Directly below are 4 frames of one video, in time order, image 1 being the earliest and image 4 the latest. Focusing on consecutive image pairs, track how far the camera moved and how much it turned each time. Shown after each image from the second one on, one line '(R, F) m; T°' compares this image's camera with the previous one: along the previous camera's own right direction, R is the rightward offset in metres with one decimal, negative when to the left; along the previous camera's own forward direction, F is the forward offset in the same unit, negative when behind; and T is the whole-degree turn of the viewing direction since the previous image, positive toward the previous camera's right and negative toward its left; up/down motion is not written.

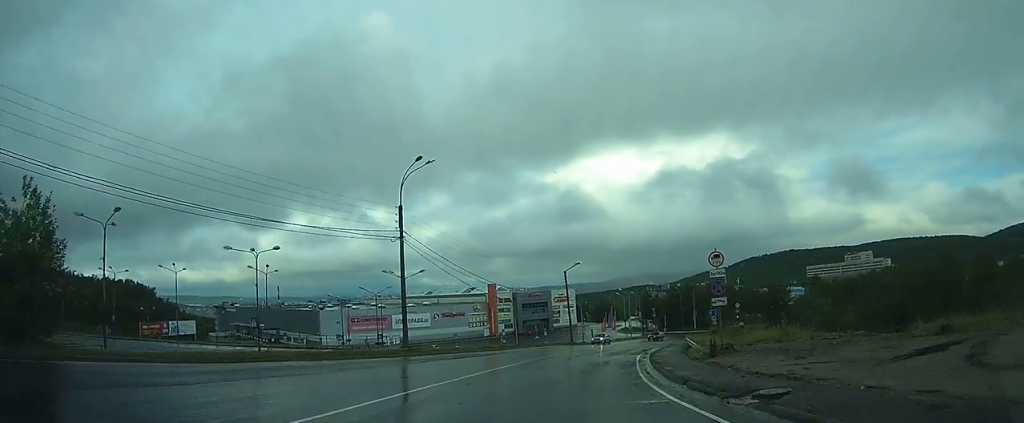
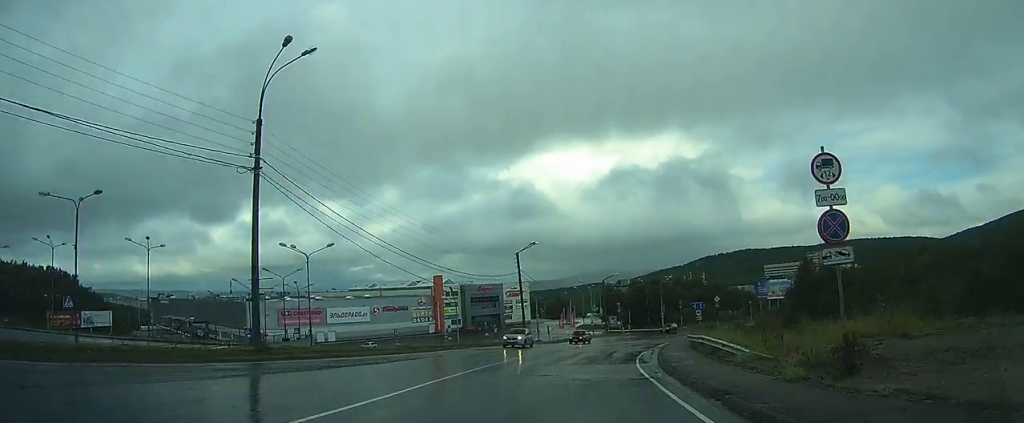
(+0.1, +14.2) m; +1°
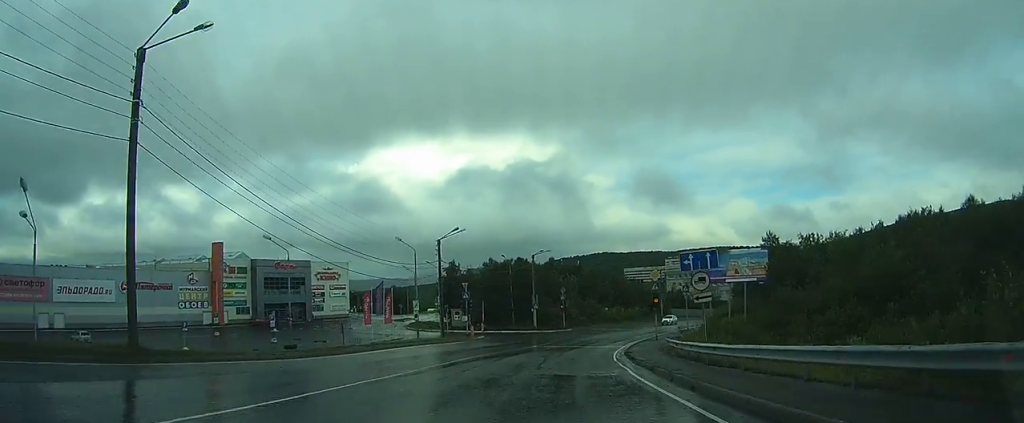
(+3.8, +41.1) m; +11°
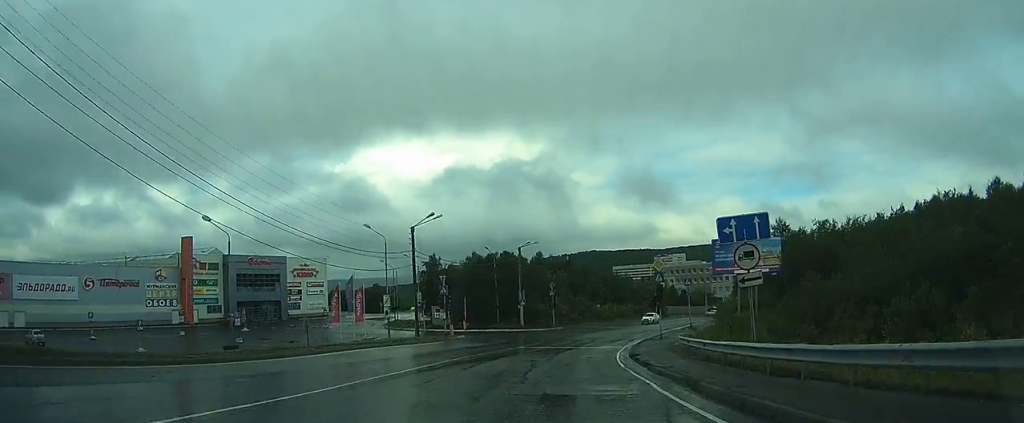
(0.0, +5.6) m; -1°
